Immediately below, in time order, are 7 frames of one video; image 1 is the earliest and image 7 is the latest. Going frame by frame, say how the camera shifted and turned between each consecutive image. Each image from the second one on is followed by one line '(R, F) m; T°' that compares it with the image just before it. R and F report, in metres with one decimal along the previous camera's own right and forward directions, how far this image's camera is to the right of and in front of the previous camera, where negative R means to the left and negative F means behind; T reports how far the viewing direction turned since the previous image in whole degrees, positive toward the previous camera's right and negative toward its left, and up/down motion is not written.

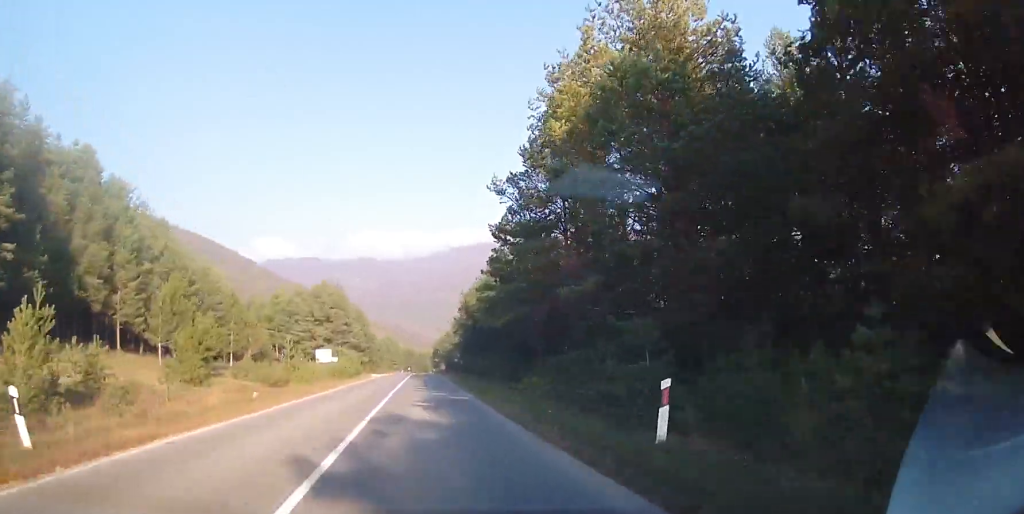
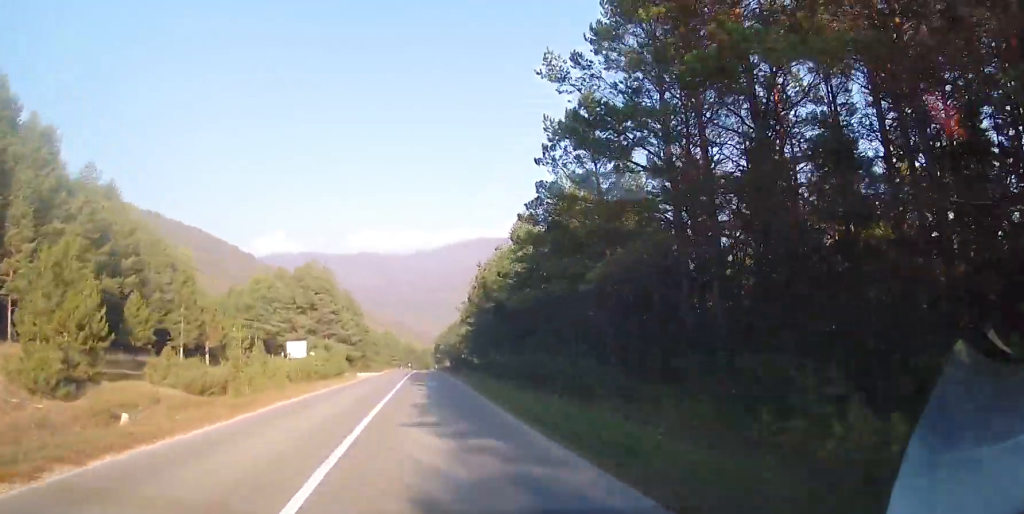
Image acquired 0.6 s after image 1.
(-0.4, +14.4) m; 0°
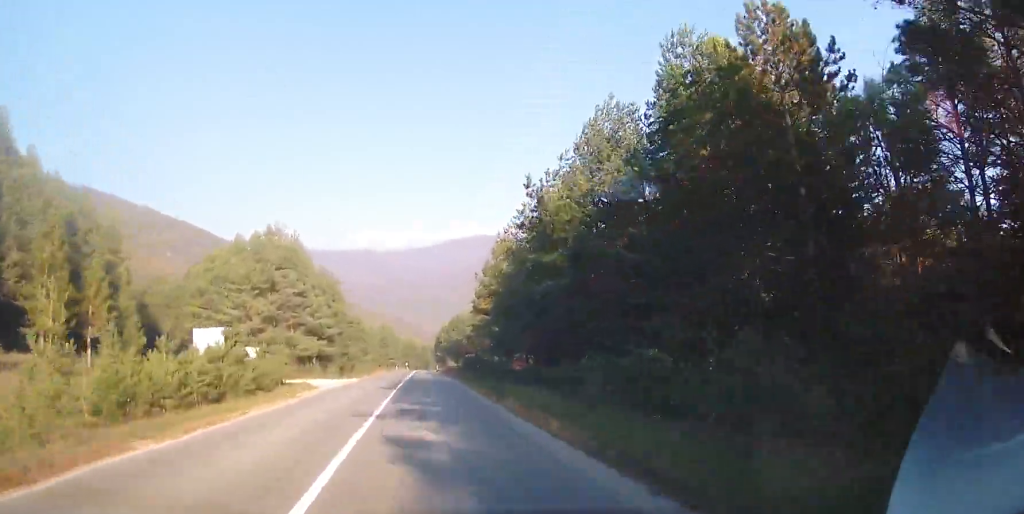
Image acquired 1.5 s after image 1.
(+0.6, +20.5) m; +1°
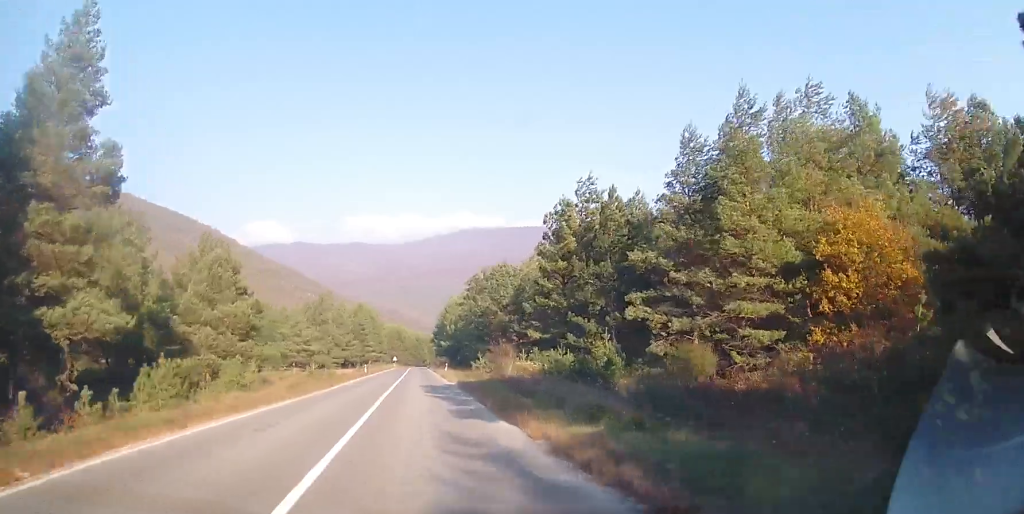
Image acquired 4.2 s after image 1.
(-0.4, +59.4) m; -1°
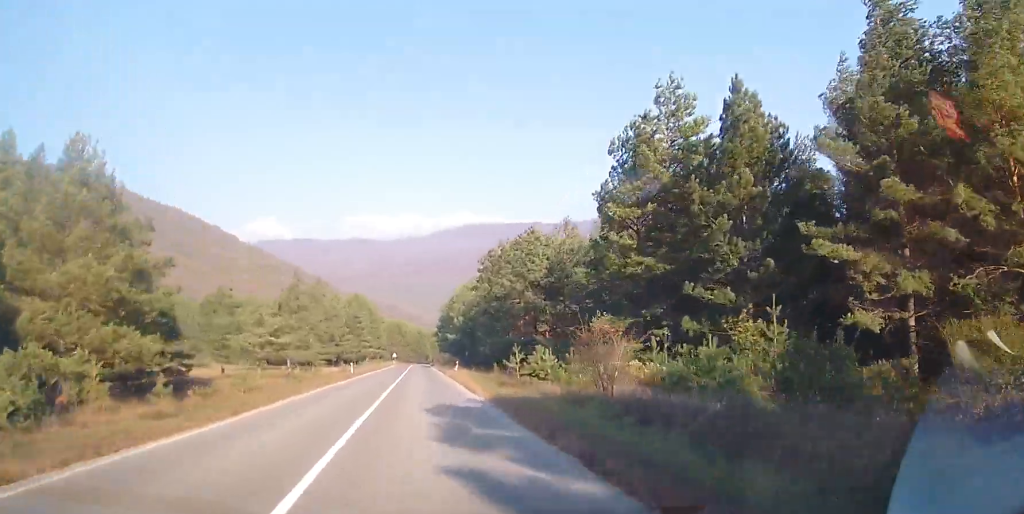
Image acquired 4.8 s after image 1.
(0.0, +14.2) m; 0°
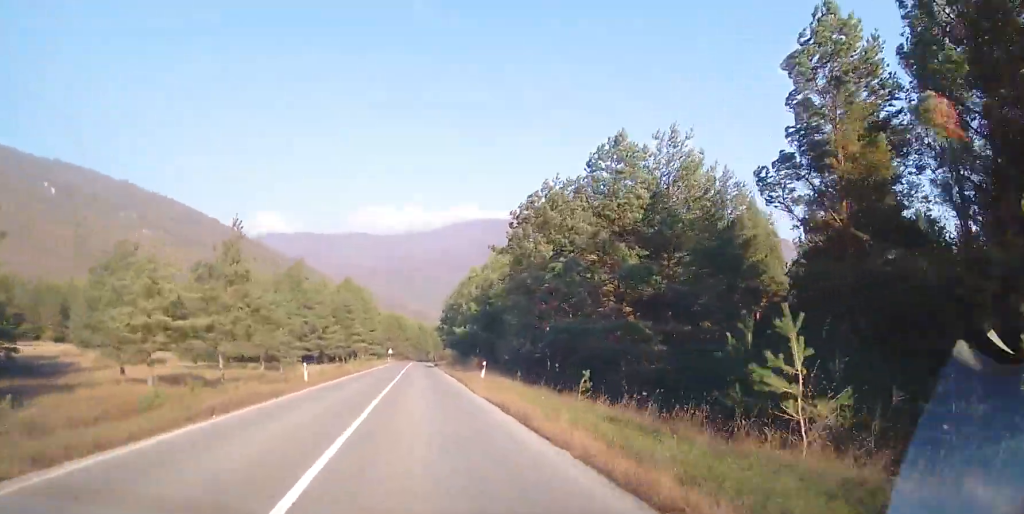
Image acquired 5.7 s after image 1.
(-0.3, +19.5) m; 0°
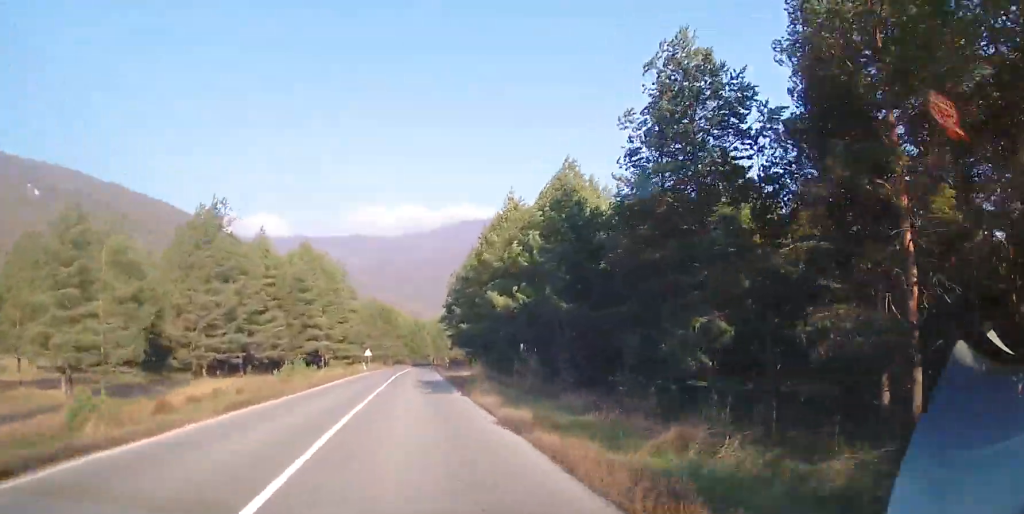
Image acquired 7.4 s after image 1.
(-0.1, +38.9) m; -1°
